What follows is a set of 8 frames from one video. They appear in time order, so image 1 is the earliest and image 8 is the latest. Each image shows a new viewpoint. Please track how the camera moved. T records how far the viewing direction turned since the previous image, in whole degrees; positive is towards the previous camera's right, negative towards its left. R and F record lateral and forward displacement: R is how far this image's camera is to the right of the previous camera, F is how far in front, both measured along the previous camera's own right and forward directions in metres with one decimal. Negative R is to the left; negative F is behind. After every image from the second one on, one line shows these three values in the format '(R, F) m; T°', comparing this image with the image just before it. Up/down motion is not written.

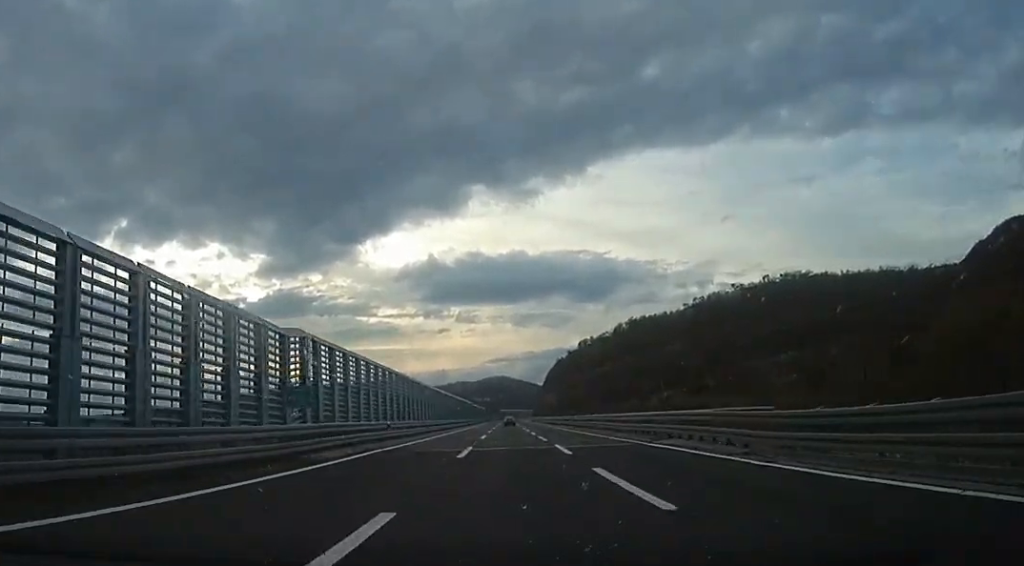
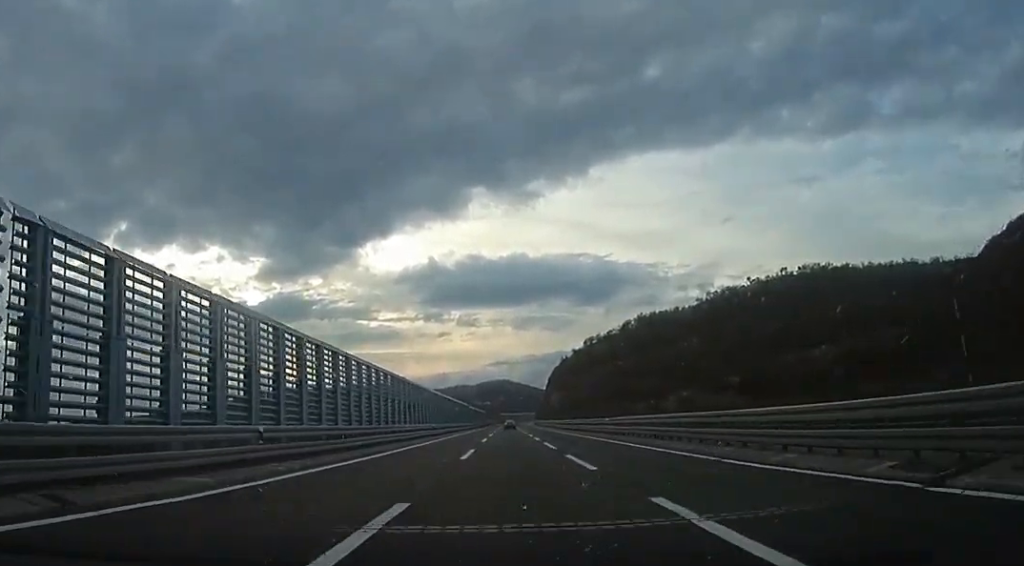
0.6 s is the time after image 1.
(0.0, +17.3) m; 0°
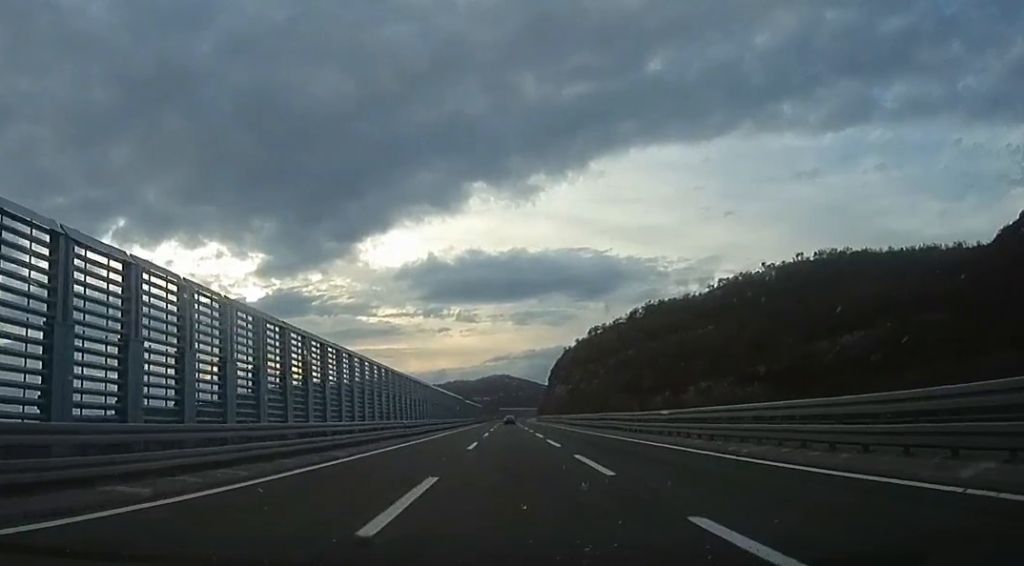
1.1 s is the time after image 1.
(0.0, +14.4) m; 0°
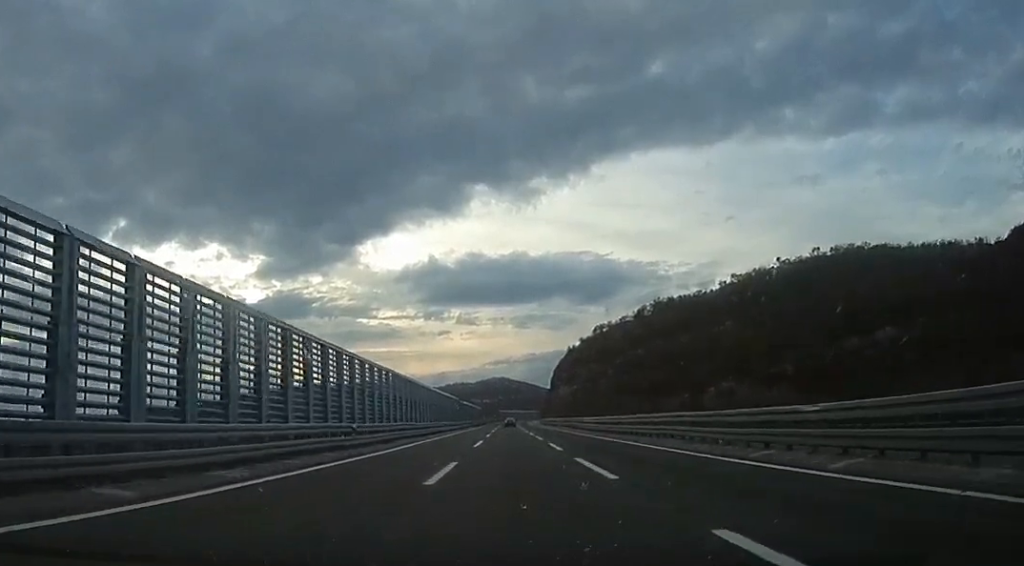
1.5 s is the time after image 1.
(0.0, +12.5) m; 0°
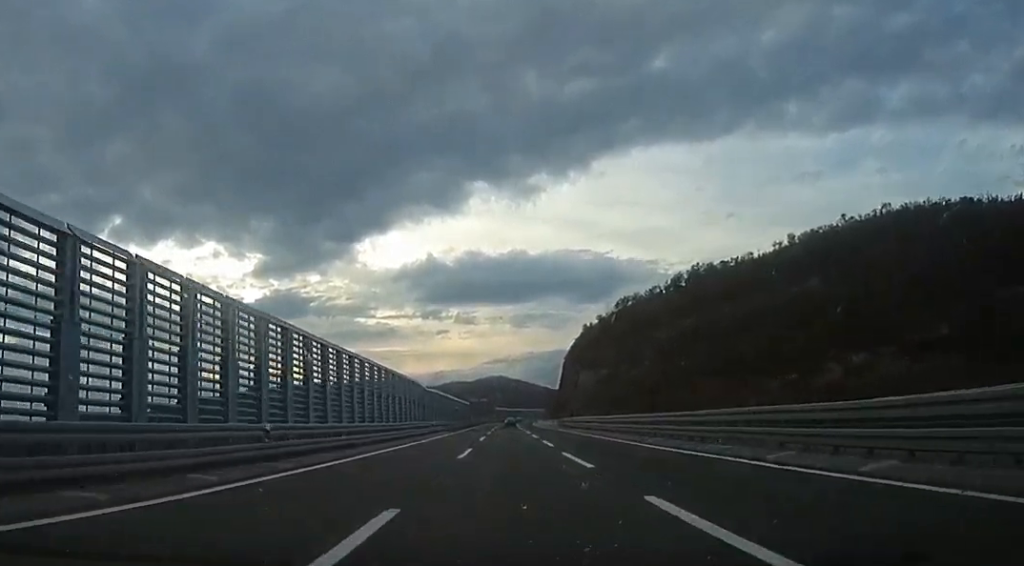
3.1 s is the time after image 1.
(0.0, +44.8) m; 0°
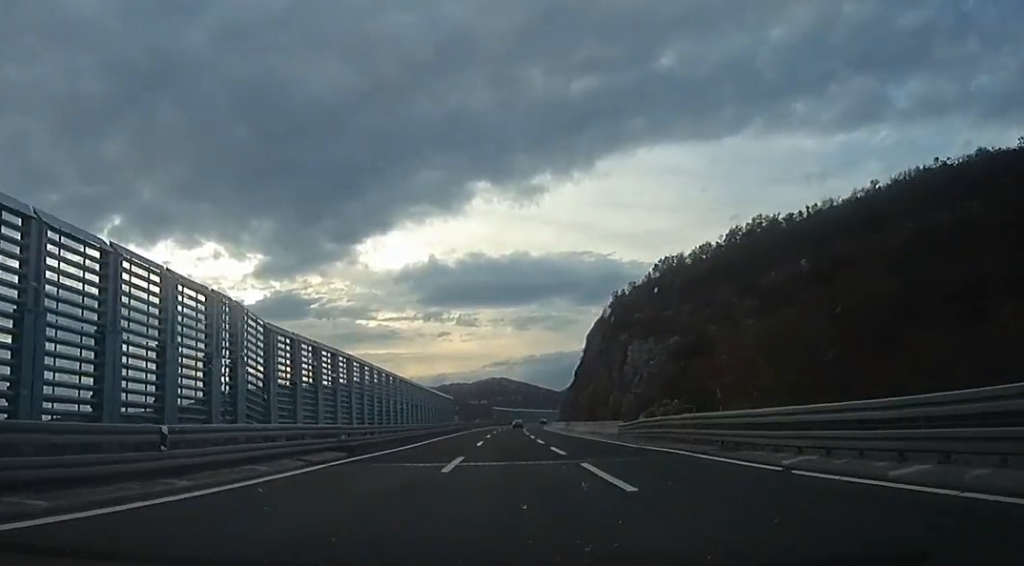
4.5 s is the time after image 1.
(-0.3, +40.7) m; 0°
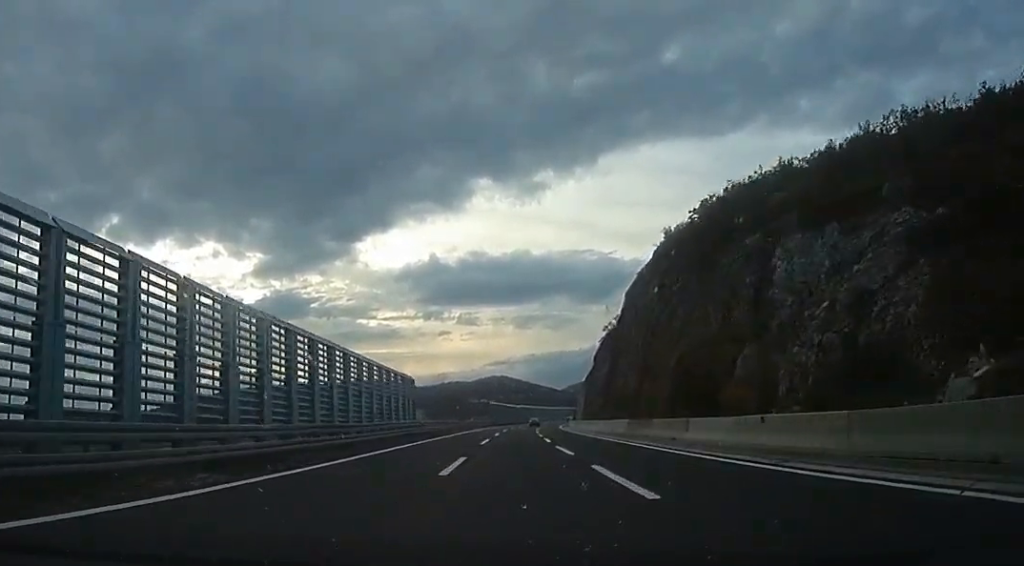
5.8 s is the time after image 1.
(+0.2, +36.4) m; +1°
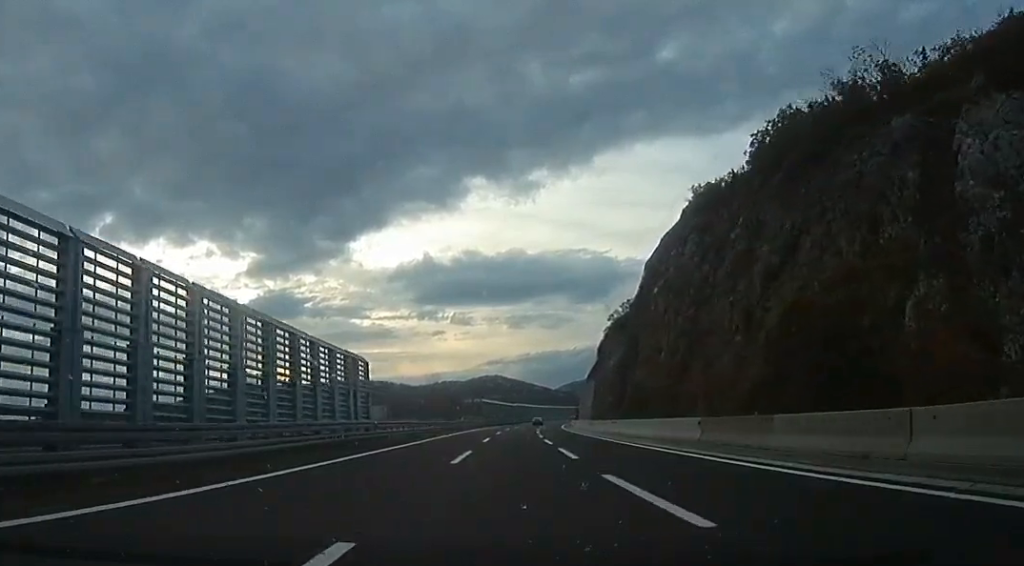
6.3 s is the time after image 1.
(-0.1, +14.3) m; +2°
